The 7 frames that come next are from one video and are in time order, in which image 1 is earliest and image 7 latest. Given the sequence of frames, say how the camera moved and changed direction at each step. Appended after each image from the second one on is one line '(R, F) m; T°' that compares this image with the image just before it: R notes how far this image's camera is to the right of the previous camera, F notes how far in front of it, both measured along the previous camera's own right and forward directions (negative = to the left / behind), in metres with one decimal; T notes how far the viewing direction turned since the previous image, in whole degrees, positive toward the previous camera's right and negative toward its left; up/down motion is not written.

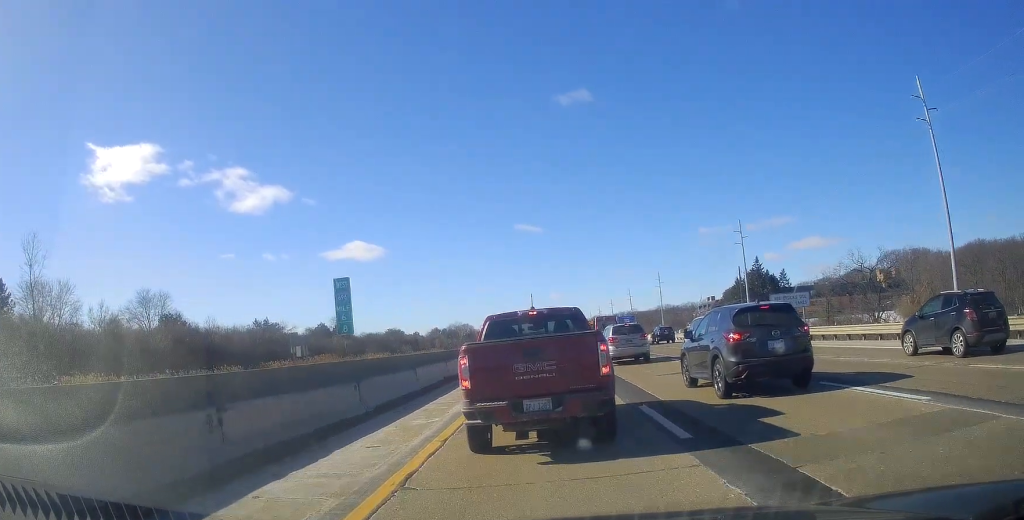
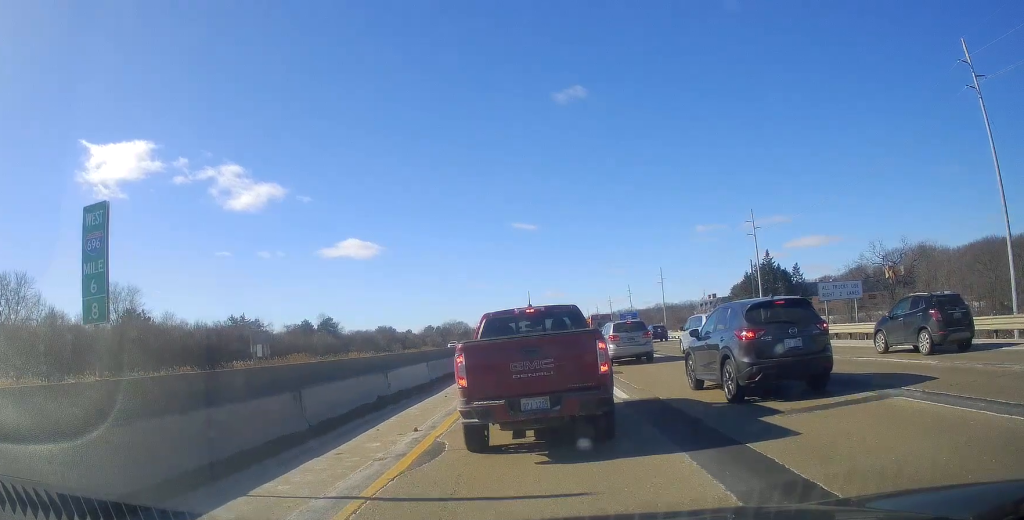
(0.0, +9.2) m; 0°
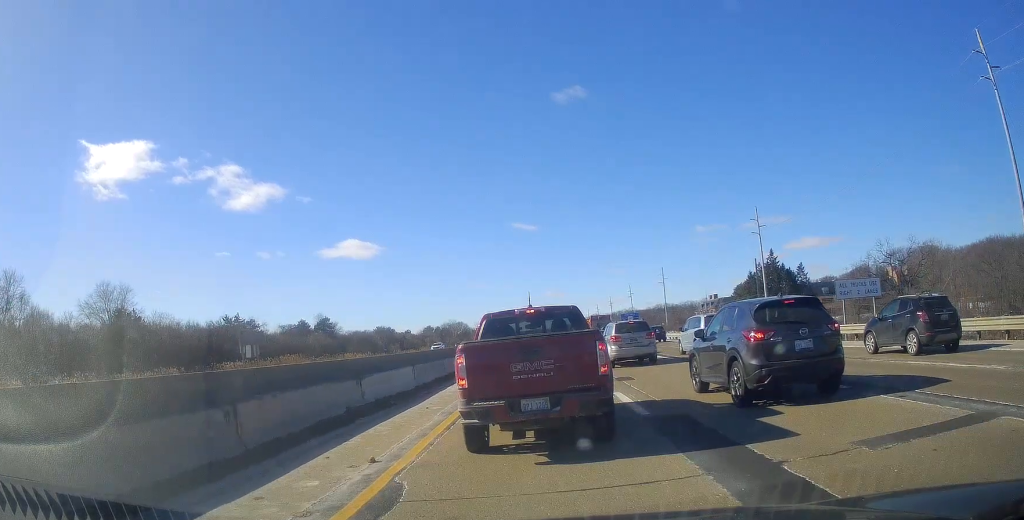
(0.0, +2.5) m; 0°
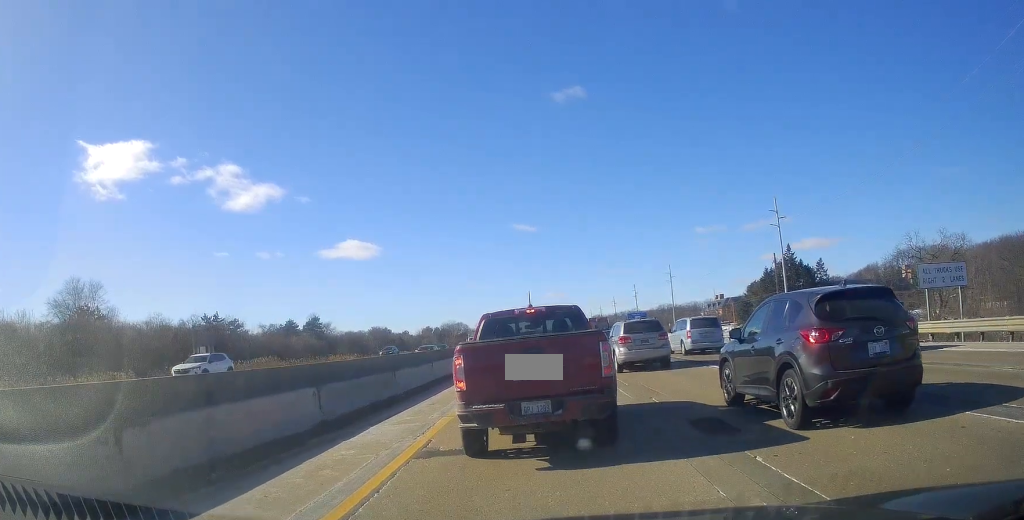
(0.0, +9.0) m; 0°
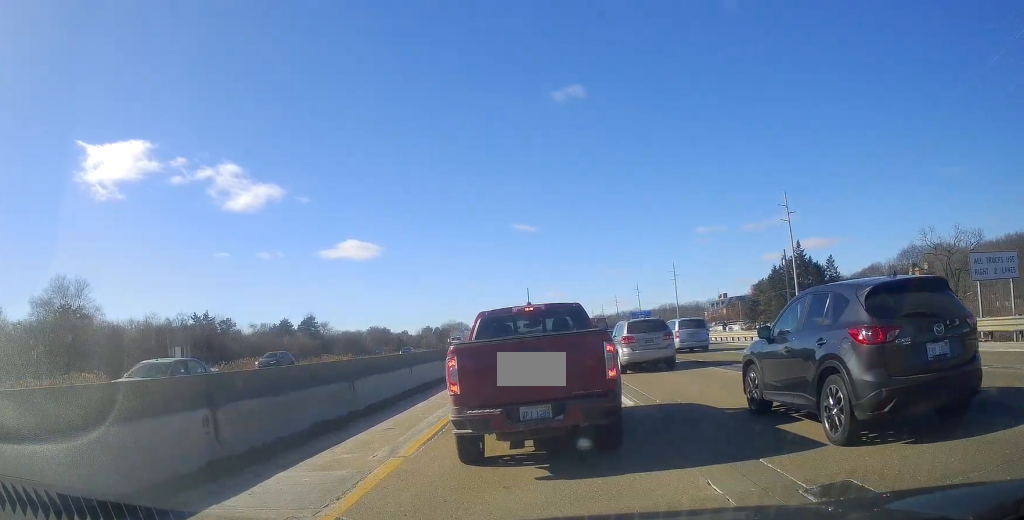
(0.0, +3.9) m; 0°
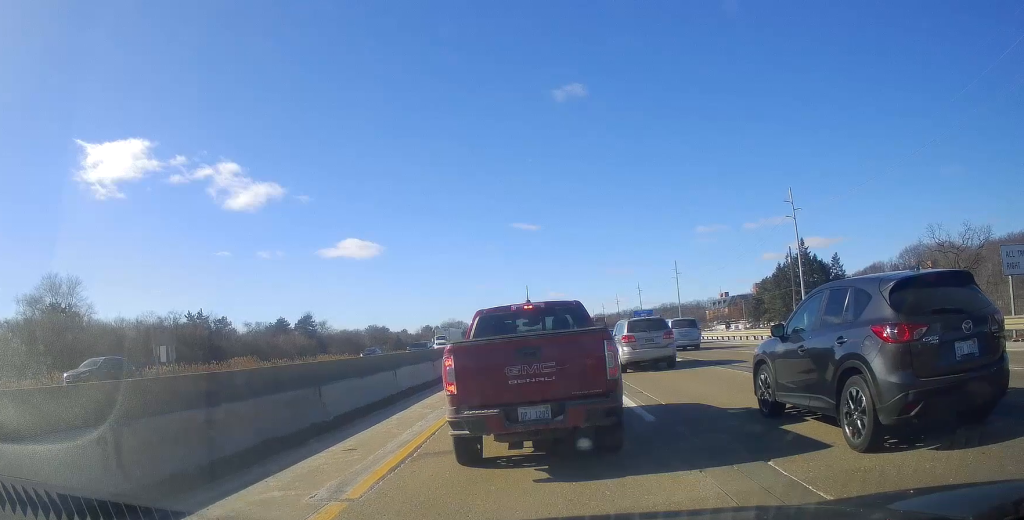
(0.0, +2.1) m; 0°
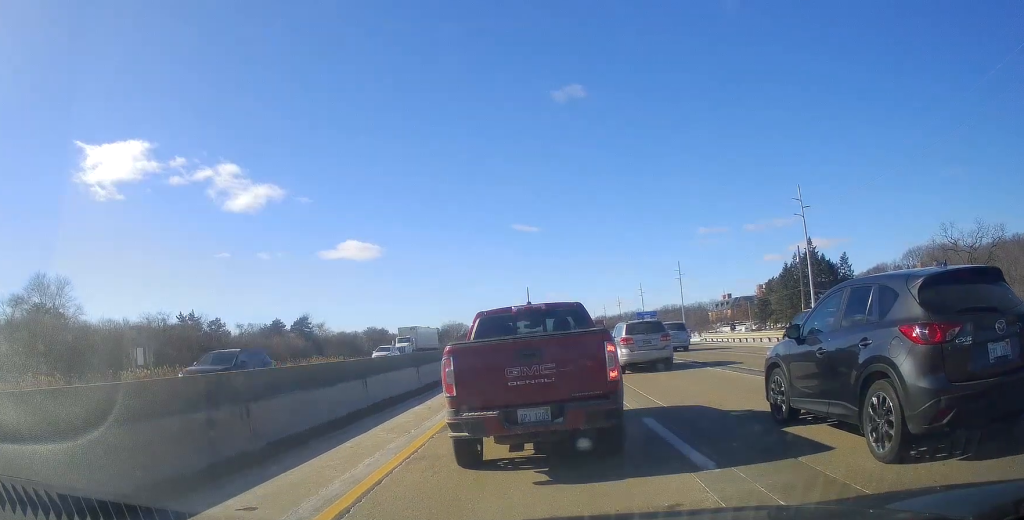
(0.0, +3.2) m; 0°
